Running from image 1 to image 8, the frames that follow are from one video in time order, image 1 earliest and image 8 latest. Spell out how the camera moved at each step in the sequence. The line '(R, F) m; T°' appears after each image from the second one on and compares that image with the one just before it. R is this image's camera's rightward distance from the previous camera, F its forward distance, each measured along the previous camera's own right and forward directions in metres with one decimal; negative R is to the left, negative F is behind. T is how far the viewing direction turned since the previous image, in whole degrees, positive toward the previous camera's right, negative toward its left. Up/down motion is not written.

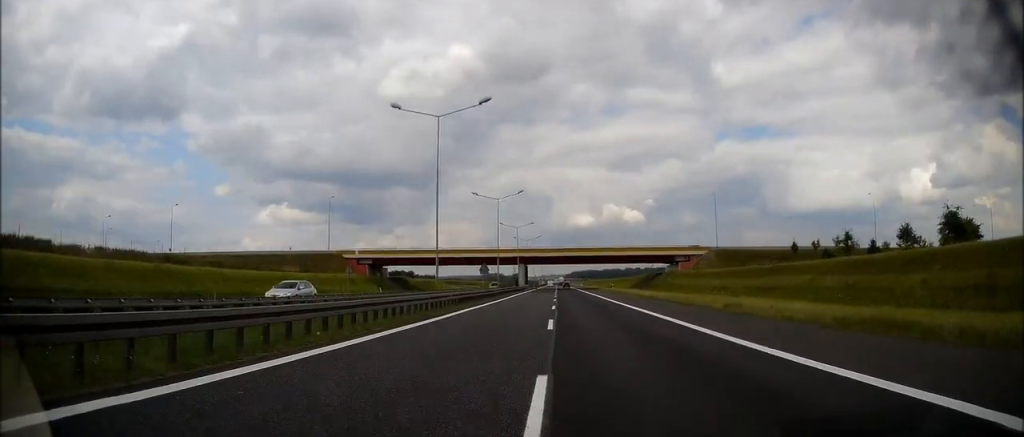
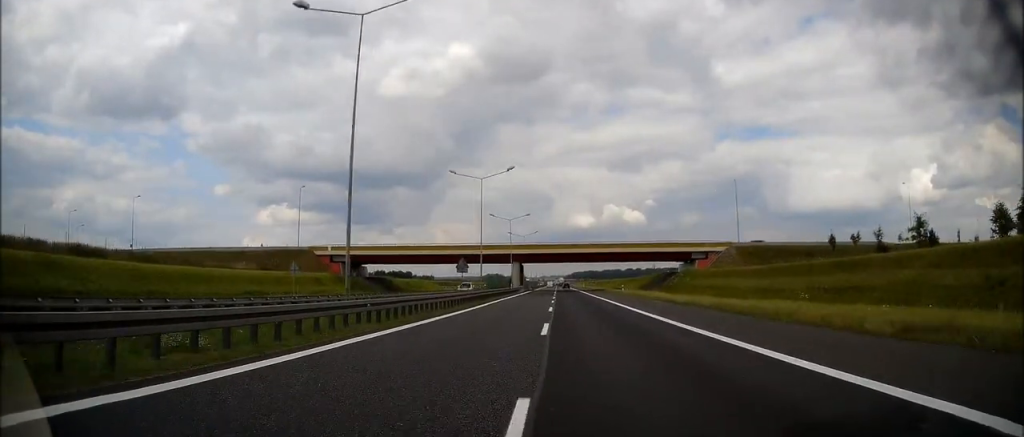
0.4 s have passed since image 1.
(0.0, +14.2) m; 0°
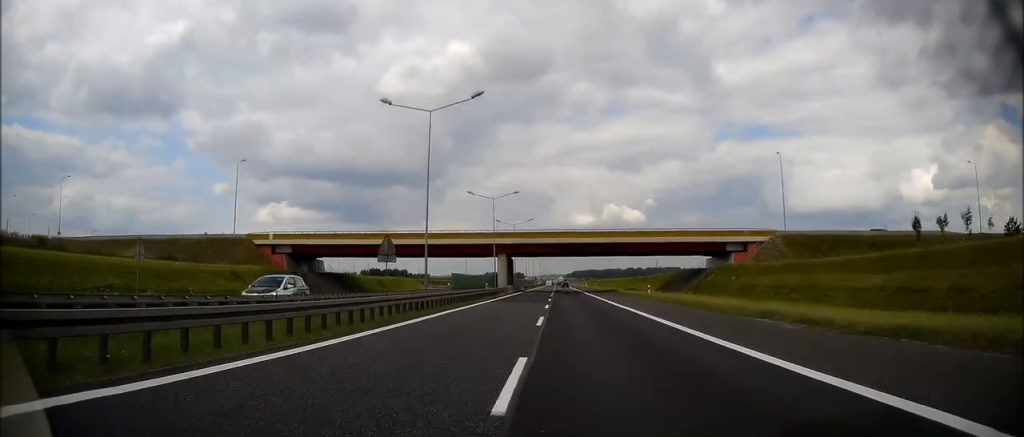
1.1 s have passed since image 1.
(0.0, +22.0) m; 0°
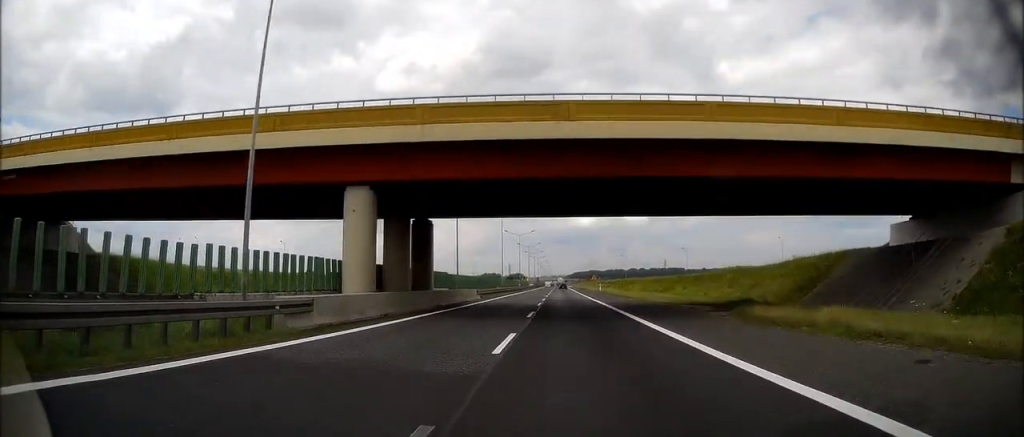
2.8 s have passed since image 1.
(0.0, +54.9) m; 0°
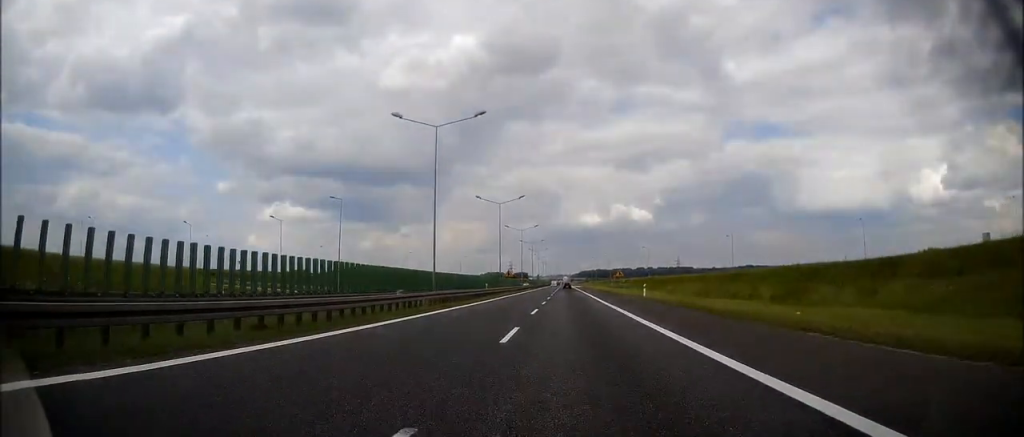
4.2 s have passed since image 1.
(-0.2, +46.3) m; -1°
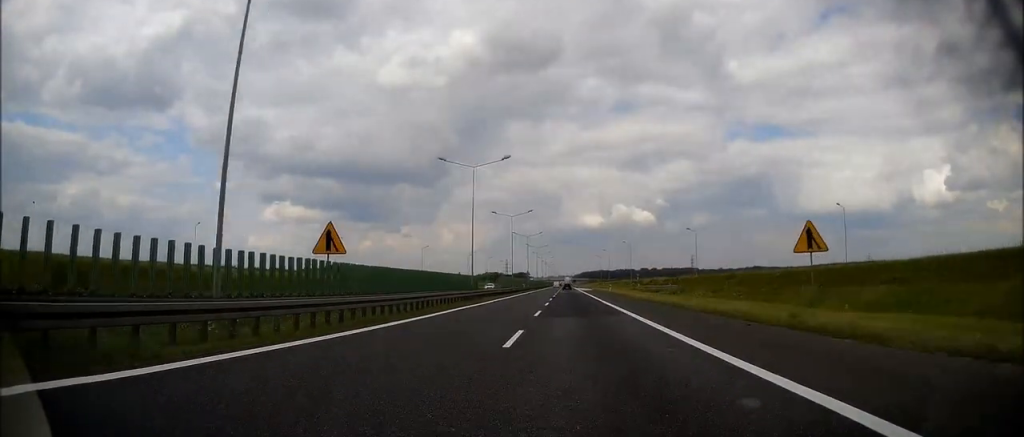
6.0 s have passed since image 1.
(0.0, +60.7) m; 0°
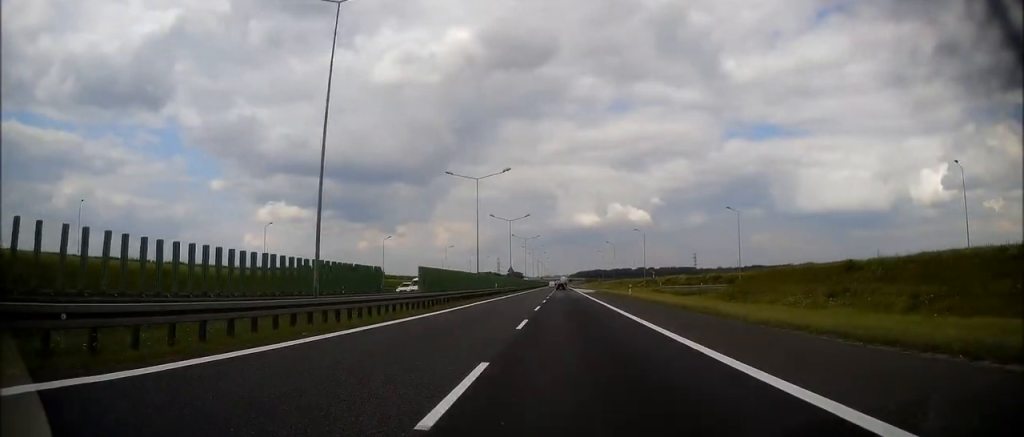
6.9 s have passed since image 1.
(-0.3, +30.8) m; 0°
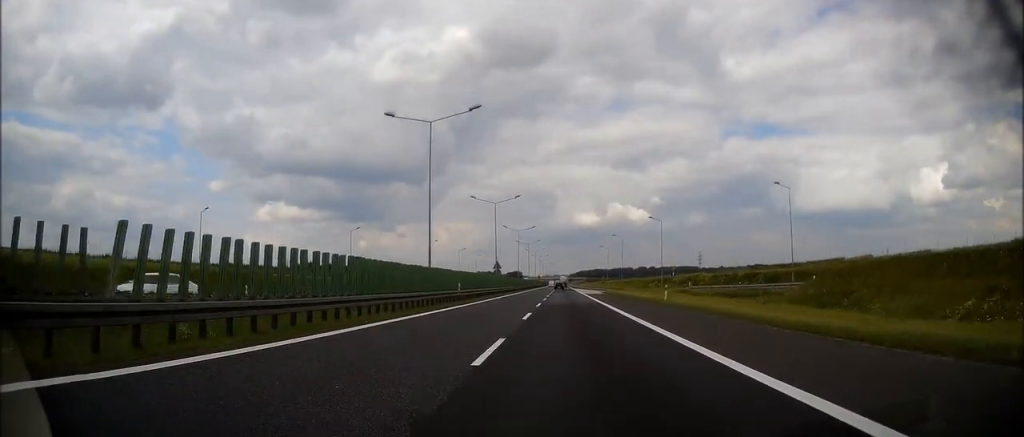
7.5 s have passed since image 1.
(+0.3, +19.7) m; +1°
